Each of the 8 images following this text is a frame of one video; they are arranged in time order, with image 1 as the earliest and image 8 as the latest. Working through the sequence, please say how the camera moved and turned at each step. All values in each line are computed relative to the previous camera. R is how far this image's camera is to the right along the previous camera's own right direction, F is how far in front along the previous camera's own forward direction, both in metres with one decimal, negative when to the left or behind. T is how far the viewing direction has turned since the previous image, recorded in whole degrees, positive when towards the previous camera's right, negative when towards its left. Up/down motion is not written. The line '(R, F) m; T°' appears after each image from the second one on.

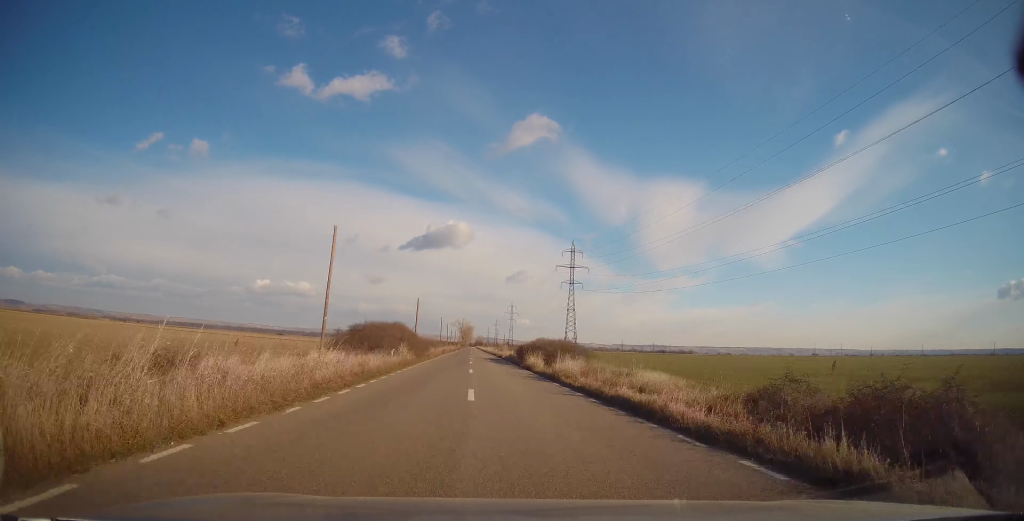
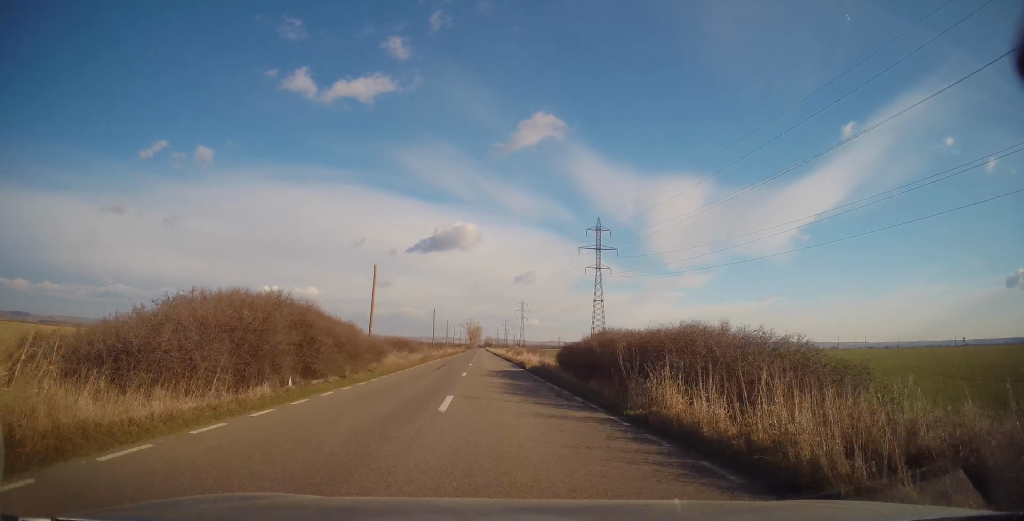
(0.0, +25.6) m; -1°
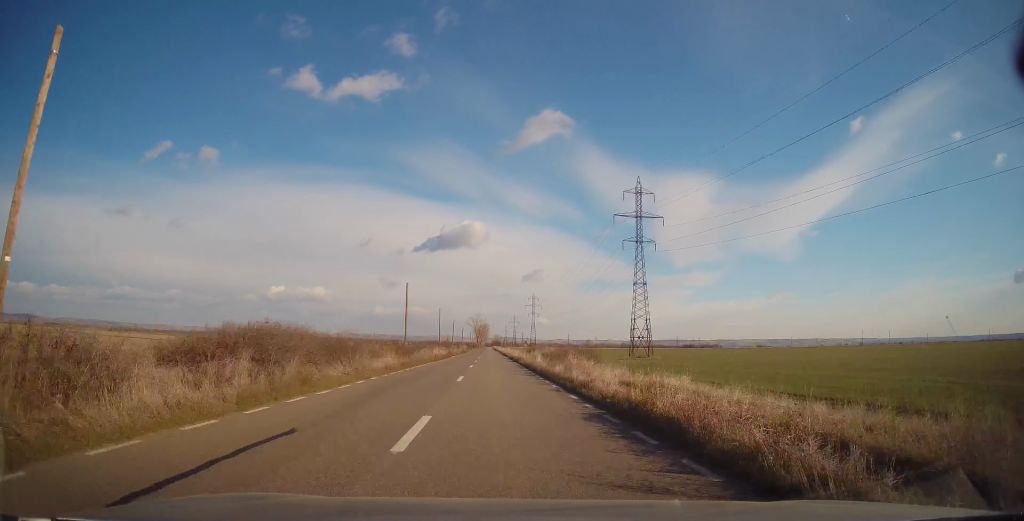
(-0.5, +28.2) m; 0°
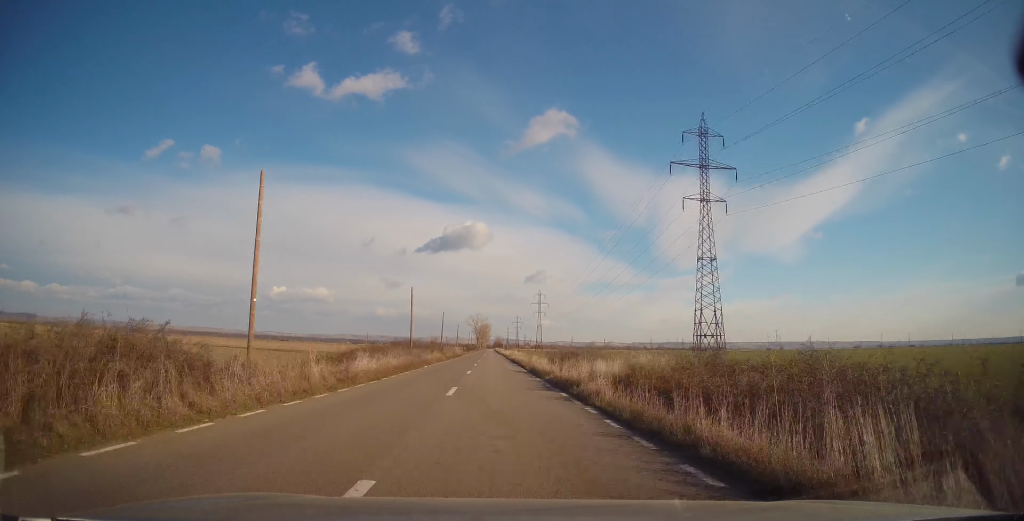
(+0.4, +28.1) m; 0°
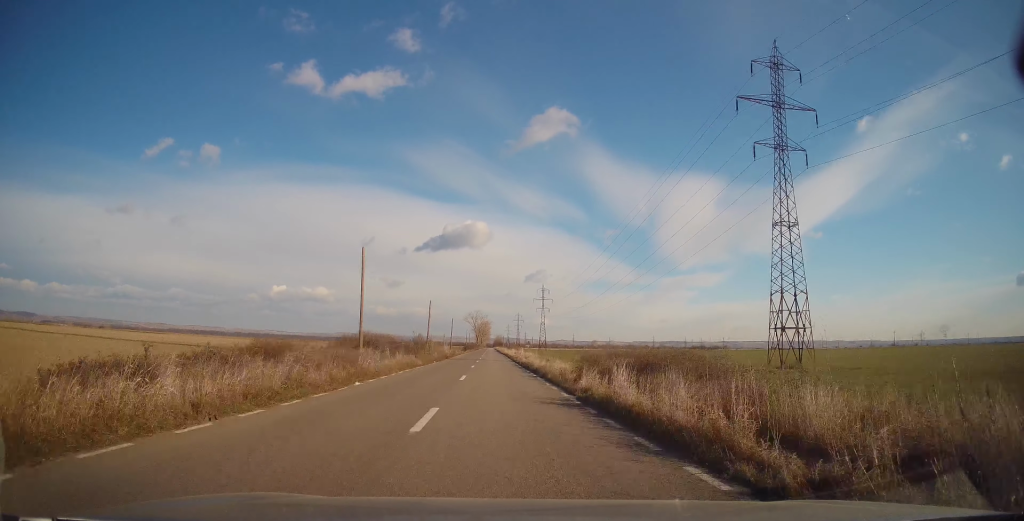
(-0.3, +17.8) m; -1°
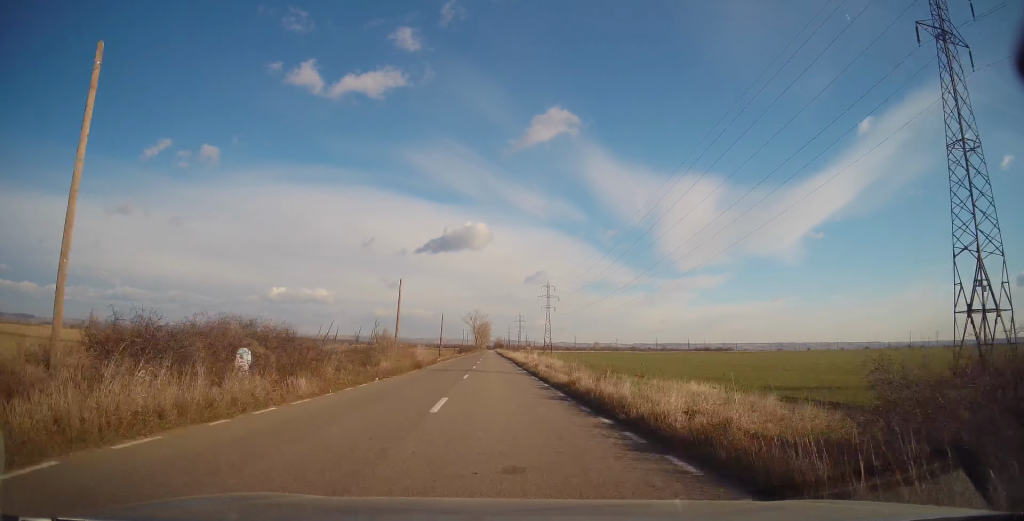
(-0.1, +21.9) m; 0°
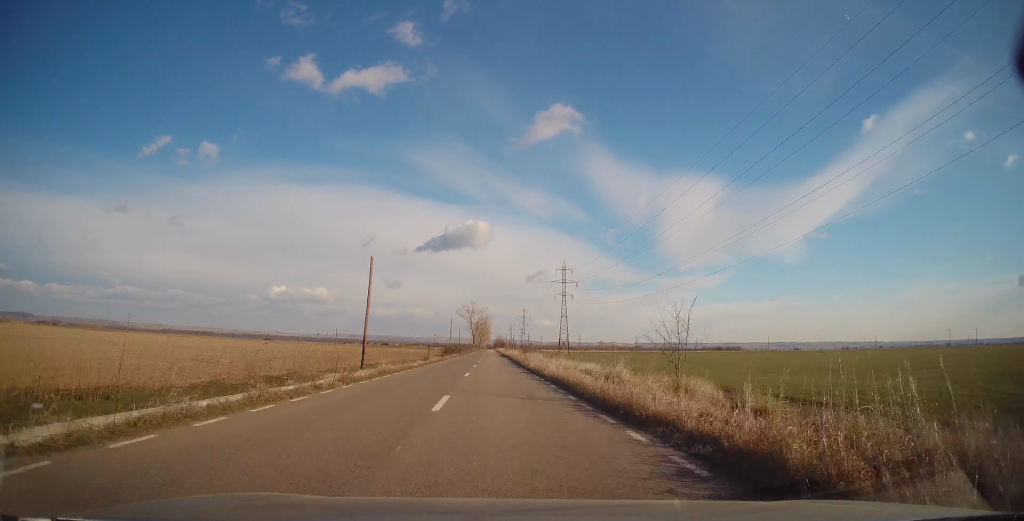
(0.0, +47.4) m; 0°
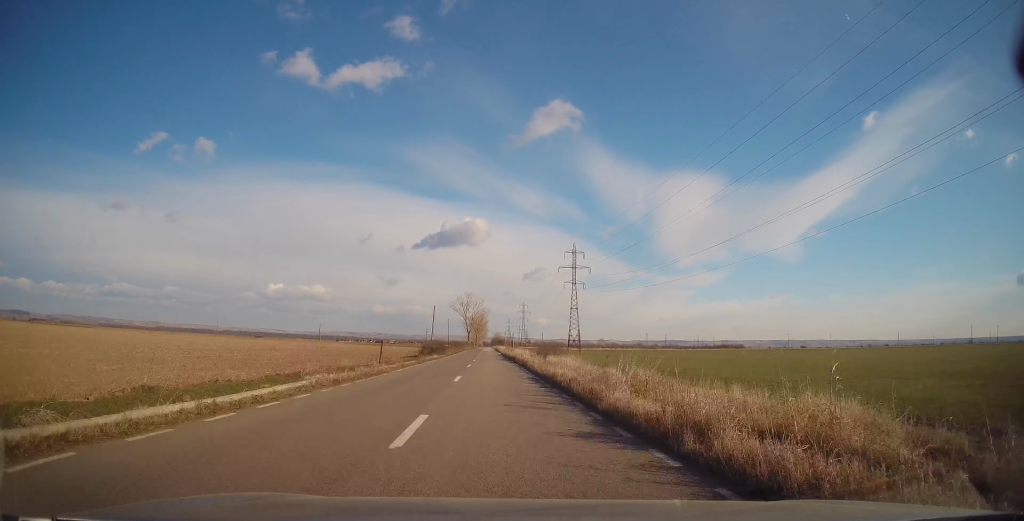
(0.0, +28.1) m; +1°
